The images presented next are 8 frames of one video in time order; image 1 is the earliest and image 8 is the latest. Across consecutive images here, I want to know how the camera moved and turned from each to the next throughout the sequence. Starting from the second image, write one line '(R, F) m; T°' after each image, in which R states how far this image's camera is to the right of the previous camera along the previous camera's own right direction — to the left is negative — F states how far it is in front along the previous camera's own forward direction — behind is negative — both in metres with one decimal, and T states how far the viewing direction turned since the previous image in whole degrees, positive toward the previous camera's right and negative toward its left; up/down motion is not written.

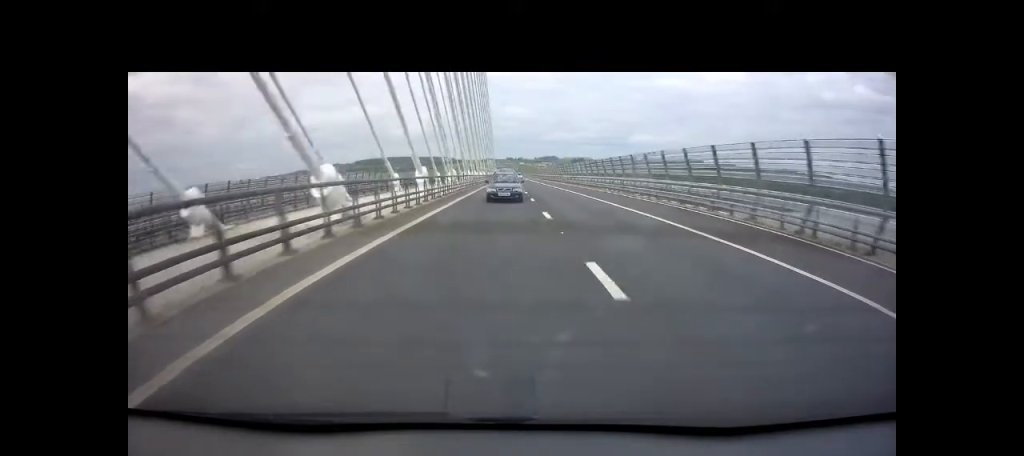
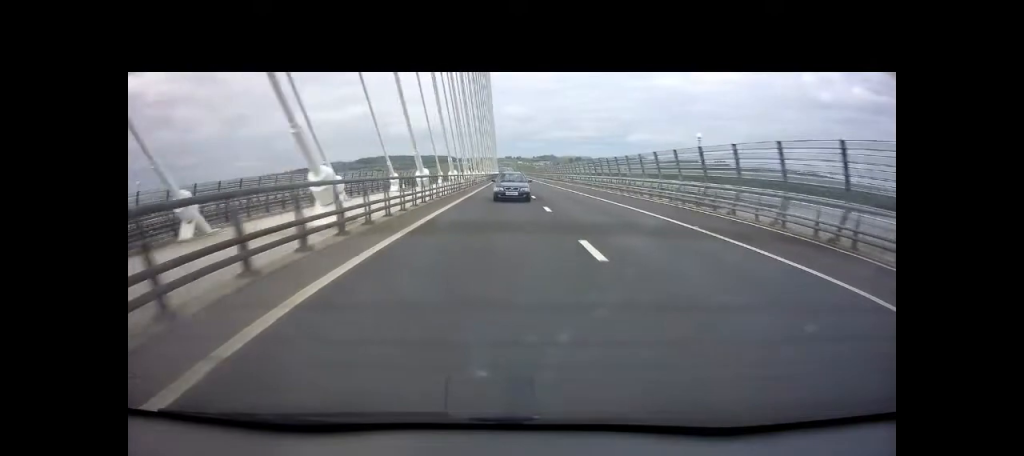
(0.0, +46.7) m; 0°
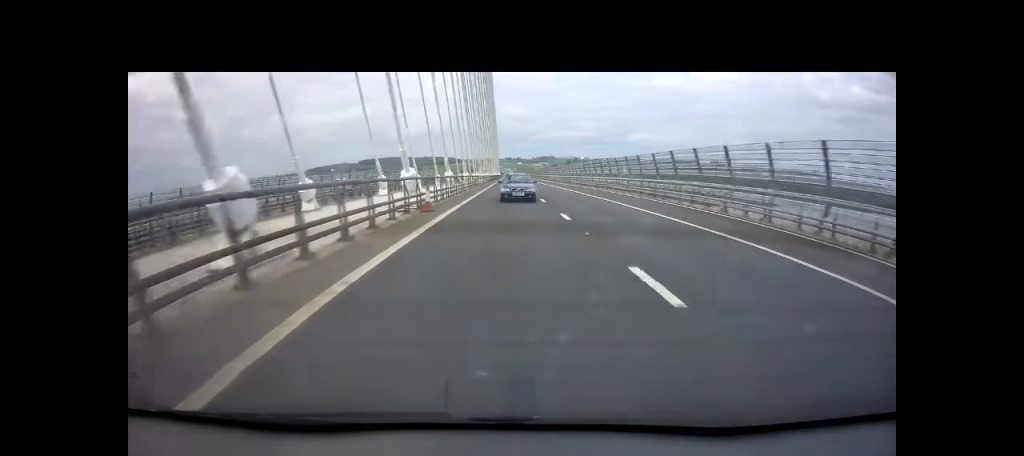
(0.0, +42.1) m; 0°
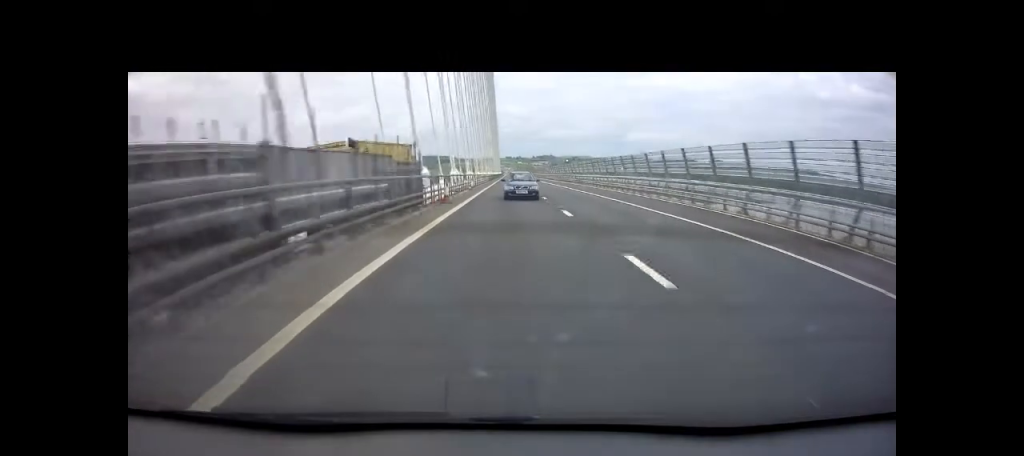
(0.0, +18.6) m; 0°
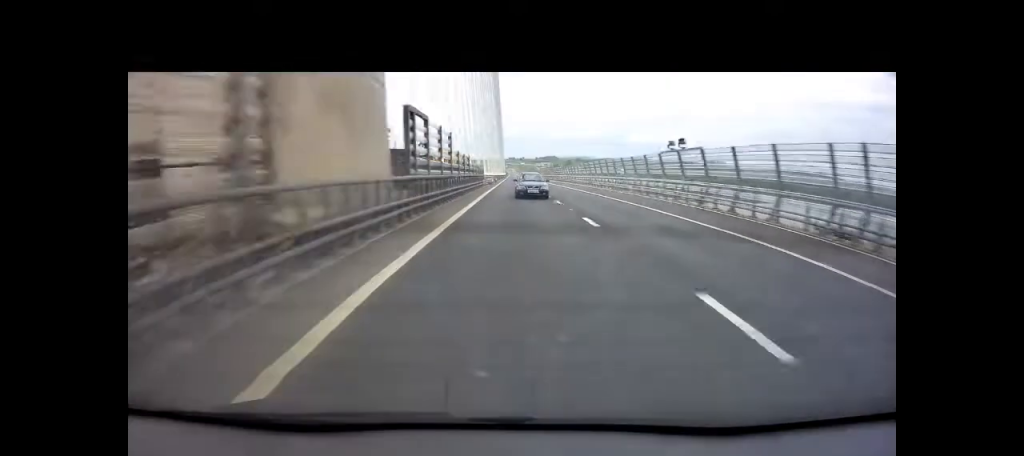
(0.0, +42.3) m; 0°
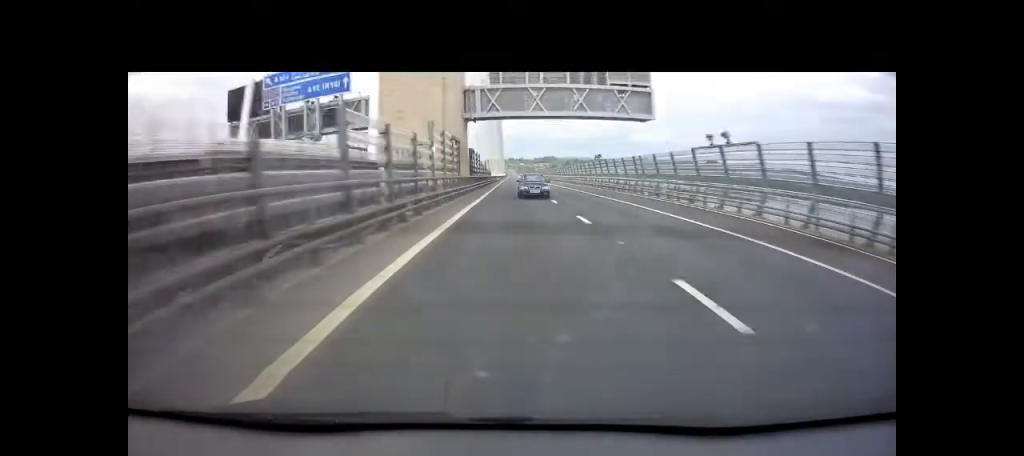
(0.0, +27.4) m; 0°
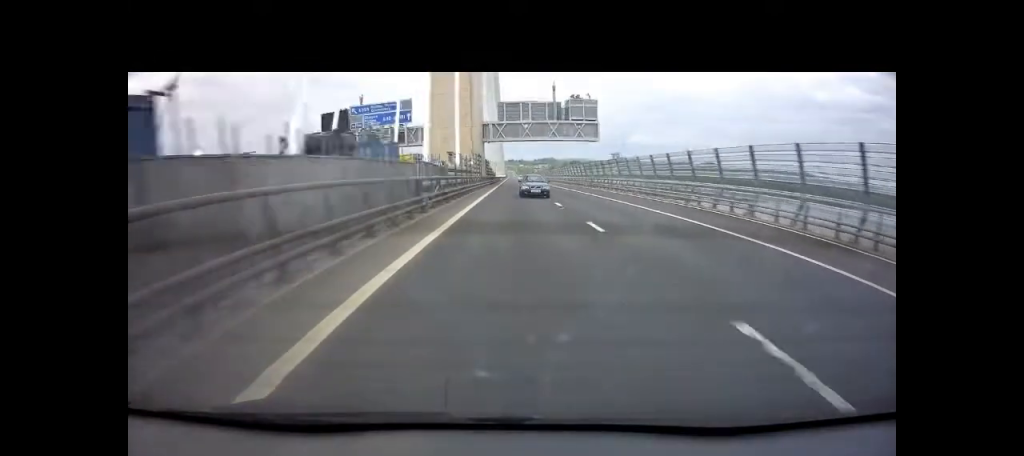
(-0.2, +25.1) m; 0°
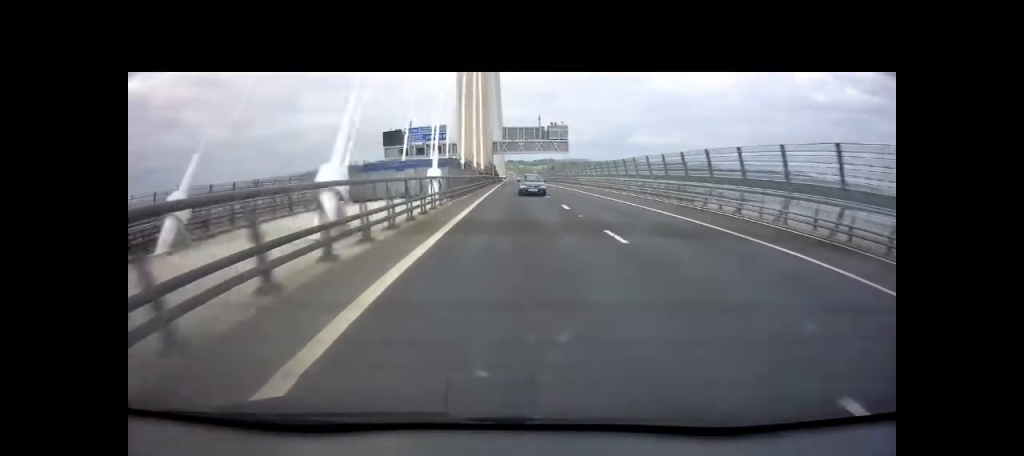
(+0.1, +33.7) m; 0°
